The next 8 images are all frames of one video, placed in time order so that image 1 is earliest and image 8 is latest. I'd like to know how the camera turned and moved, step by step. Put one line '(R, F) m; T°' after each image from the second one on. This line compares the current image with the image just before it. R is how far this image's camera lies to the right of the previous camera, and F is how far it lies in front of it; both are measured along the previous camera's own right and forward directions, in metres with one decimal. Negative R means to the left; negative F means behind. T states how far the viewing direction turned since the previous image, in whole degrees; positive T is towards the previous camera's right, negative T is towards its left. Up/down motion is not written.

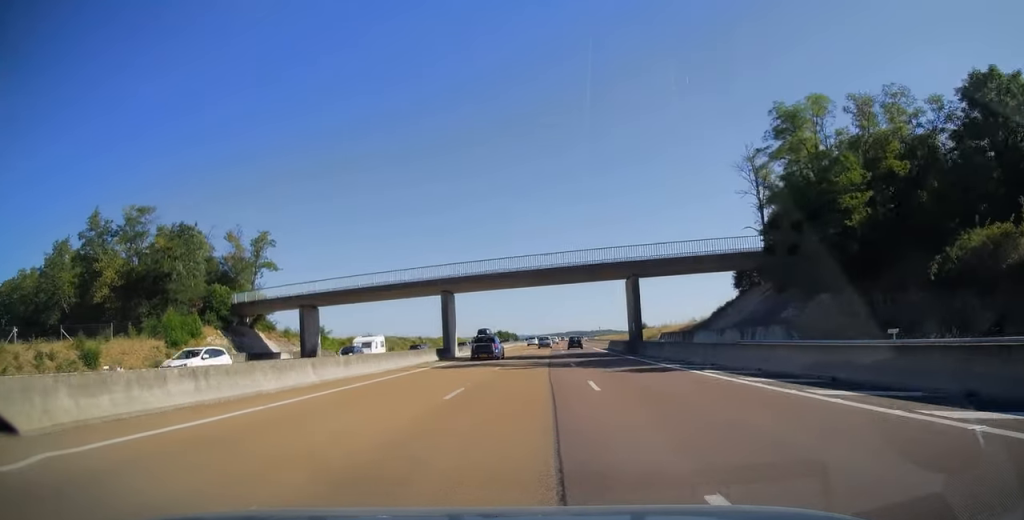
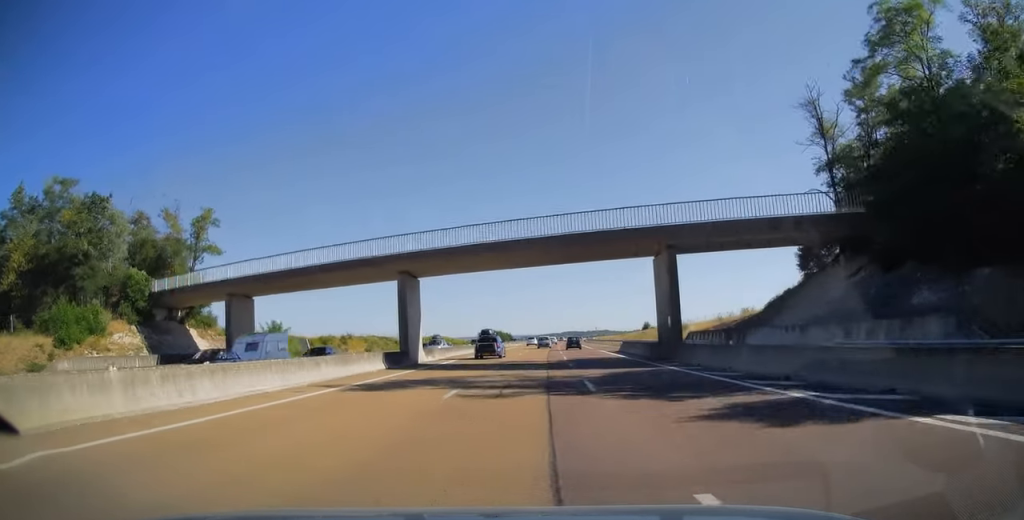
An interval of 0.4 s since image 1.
(0.0, +12.9) m; 0°
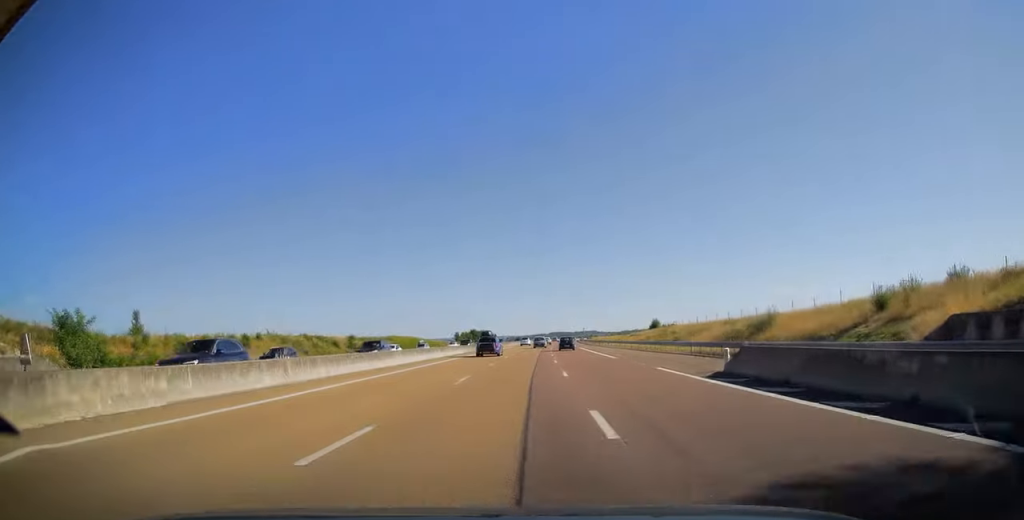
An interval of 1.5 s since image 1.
(+0.3, +33.0) m; +1°
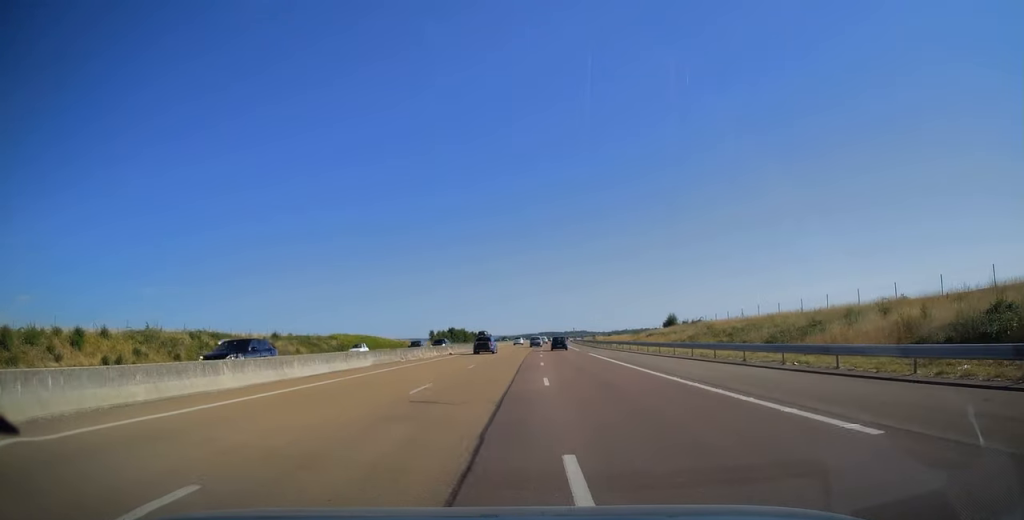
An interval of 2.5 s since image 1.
(+0.3, +29.9) m; +1°
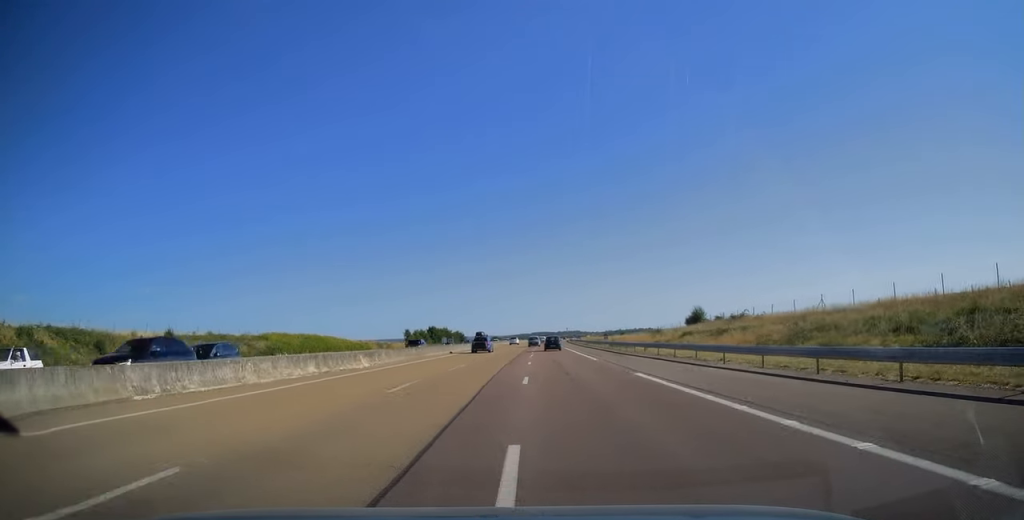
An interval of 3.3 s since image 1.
(+0.1, +25.2) m; +1°
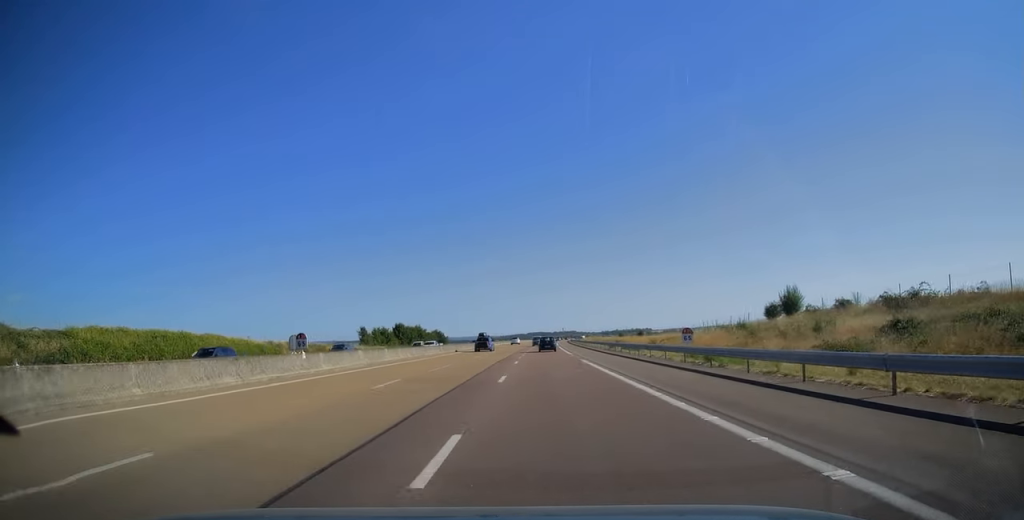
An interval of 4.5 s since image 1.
(+0.3, +37.8) m; 0°
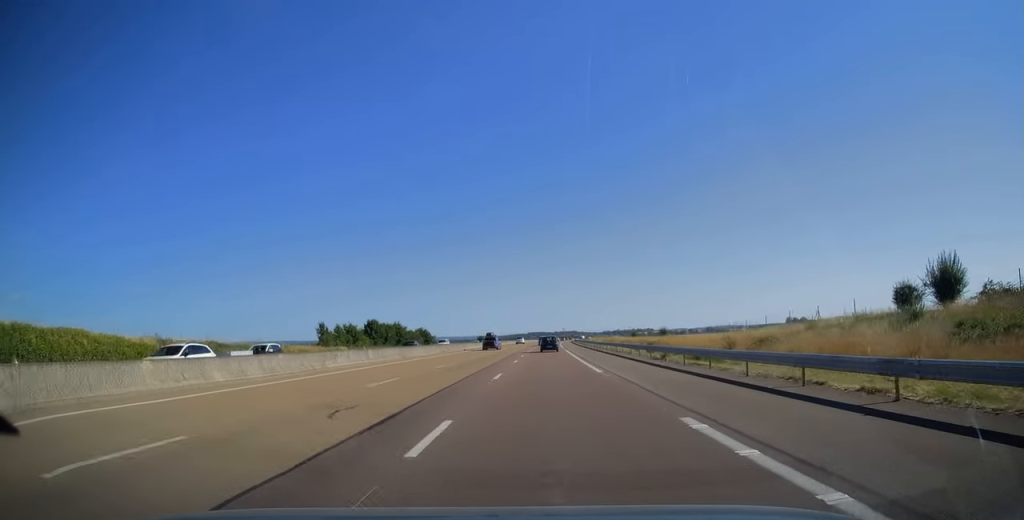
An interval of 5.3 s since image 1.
(-0.1, +24.4) m; 0°
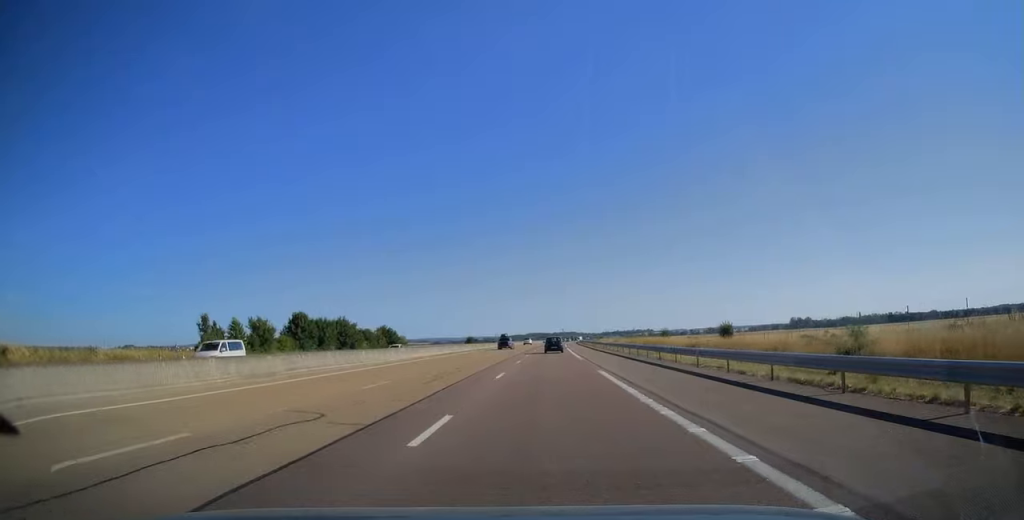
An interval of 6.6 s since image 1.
(+0.1, +38.1) m; 0°
